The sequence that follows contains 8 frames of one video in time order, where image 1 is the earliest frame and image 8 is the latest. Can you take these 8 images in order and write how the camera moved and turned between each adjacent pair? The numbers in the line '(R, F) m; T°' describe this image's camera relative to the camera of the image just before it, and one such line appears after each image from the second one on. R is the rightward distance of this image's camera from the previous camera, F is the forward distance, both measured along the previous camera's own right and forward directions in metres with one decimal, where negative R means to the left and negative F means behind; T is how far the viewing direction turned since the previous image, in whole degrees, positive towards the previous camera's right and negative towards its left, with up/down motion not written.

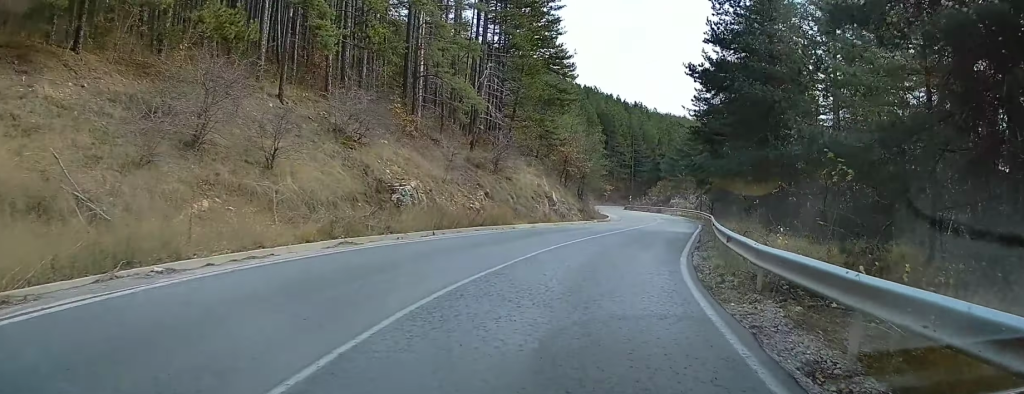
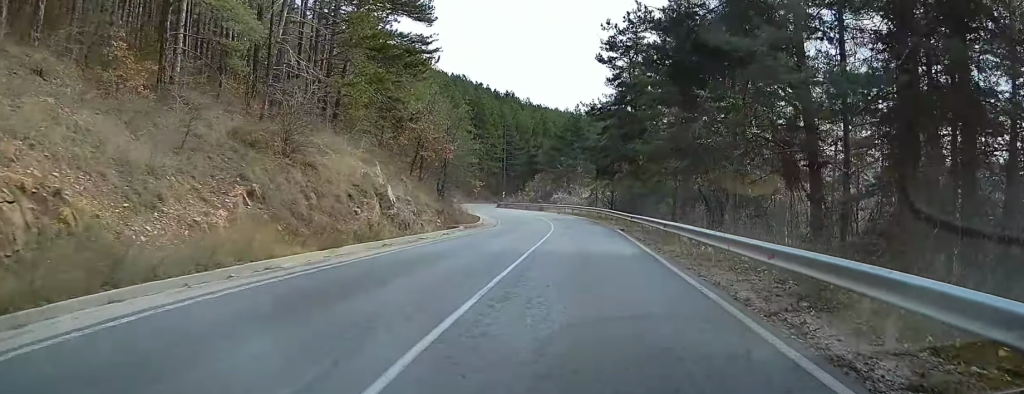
(+1.9, +16.9) m; +9°
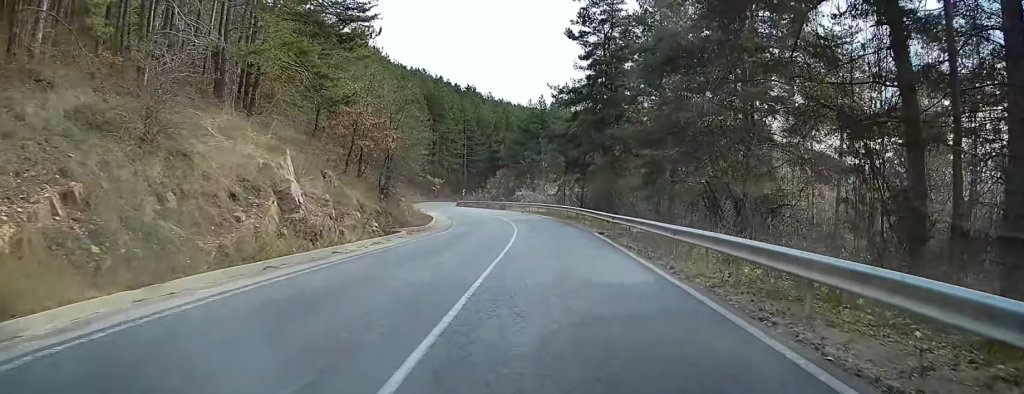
(+0.1, +7.0) m; +2°
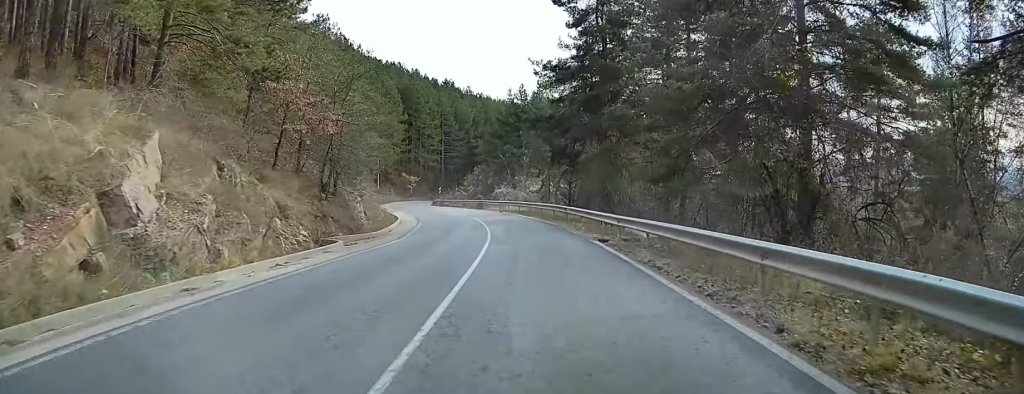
(+0.1, +7.1) m; +2°
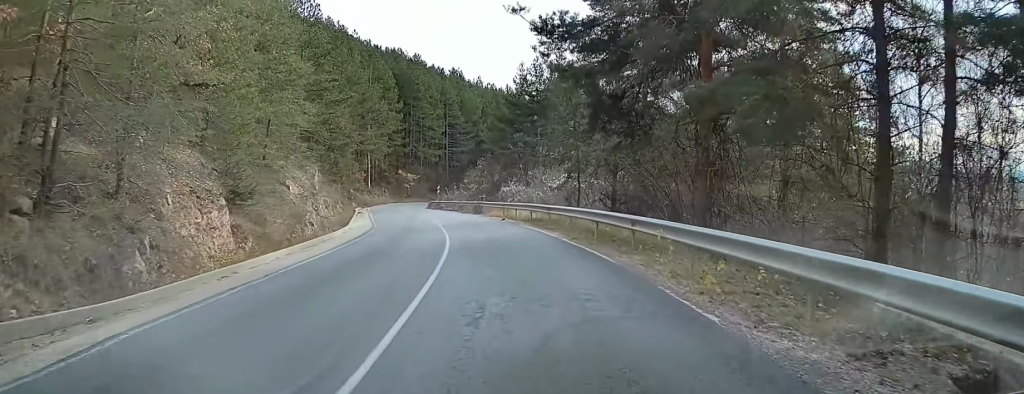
(+0.6, +18.7) m; -1°
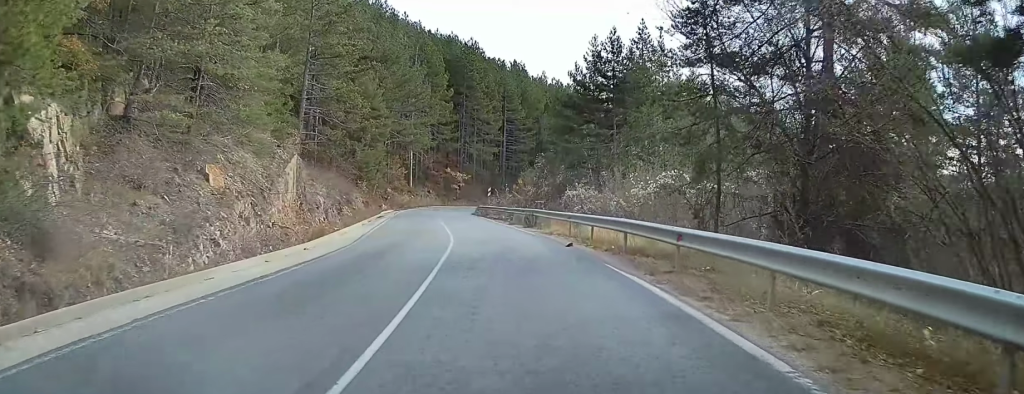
(-0.5, +14.7) m; -6°
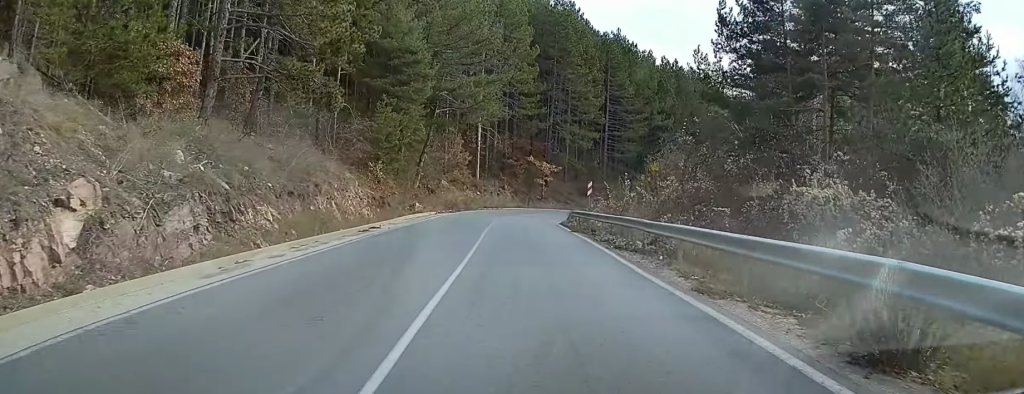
(-2.5, +25.8) m; -9°
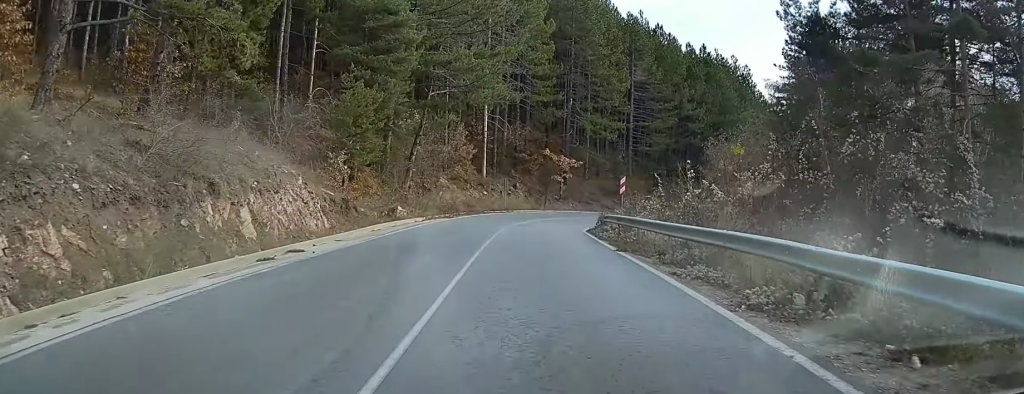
(-0.1, +10.0) m; 0°
